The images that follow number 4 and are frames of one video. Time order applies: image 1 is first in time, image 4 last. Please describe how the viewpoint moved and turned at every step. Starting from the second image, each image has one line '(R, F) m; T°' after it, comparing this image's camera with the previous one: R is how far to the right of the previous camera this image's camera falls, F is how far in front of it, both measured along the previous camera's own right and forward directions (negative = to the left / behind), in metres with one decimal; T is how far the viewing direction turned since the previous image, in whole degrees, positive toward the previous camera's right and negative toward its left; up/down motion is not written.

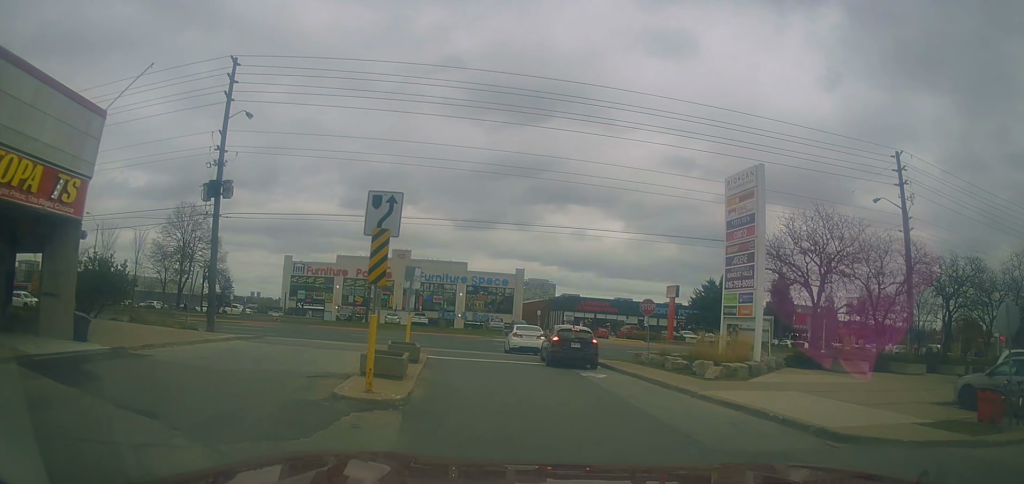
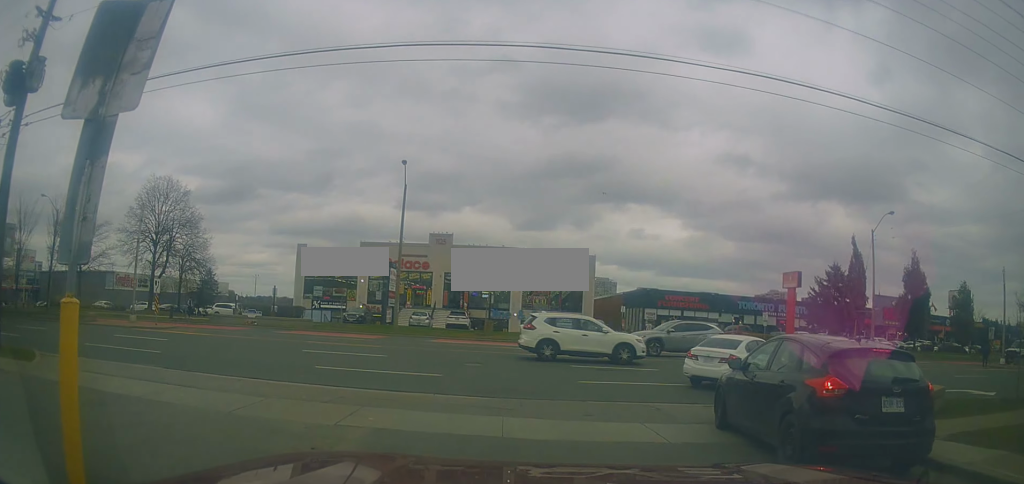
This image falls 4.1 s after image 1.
(-0.5, +15.7) m; -1°
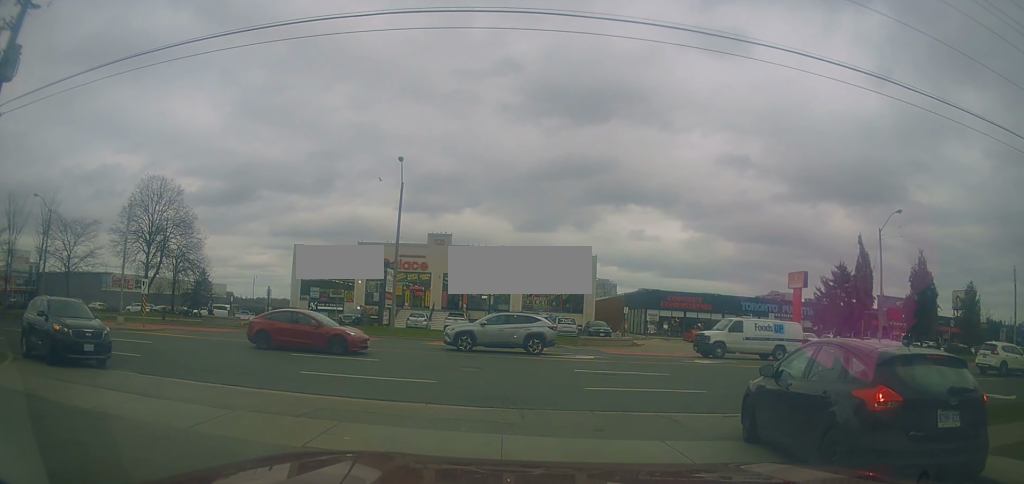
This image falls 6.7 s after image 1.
(-0.4, +1.5) m; 0°
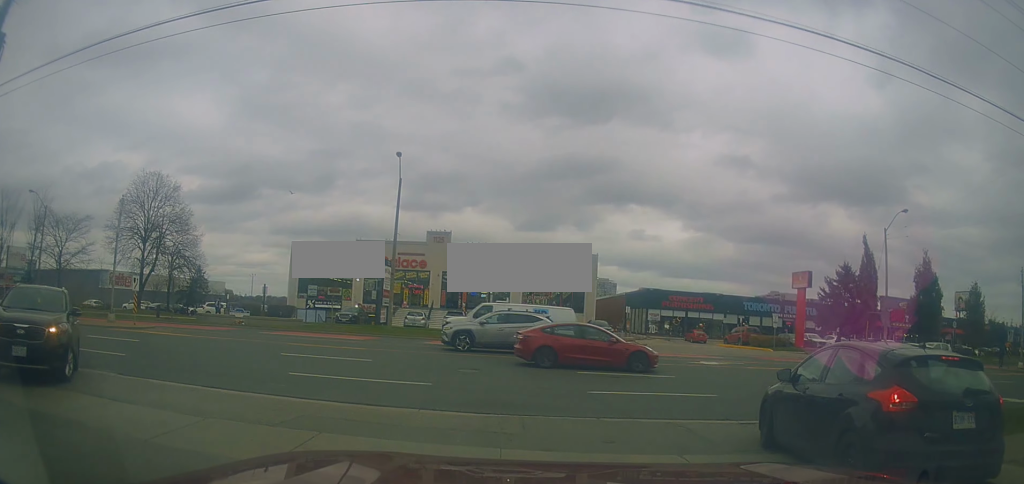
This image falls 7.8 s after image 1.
(-0.2, +0.7) m; 0°
